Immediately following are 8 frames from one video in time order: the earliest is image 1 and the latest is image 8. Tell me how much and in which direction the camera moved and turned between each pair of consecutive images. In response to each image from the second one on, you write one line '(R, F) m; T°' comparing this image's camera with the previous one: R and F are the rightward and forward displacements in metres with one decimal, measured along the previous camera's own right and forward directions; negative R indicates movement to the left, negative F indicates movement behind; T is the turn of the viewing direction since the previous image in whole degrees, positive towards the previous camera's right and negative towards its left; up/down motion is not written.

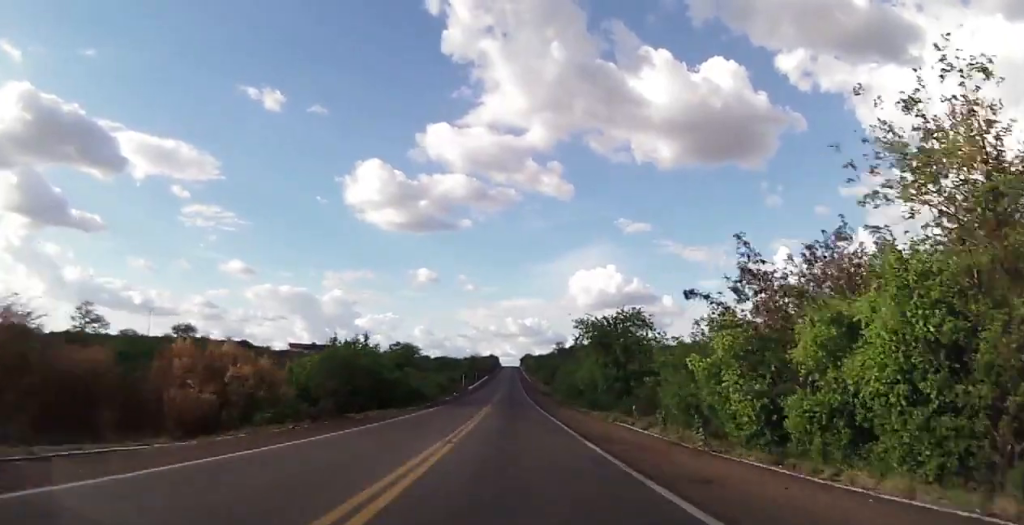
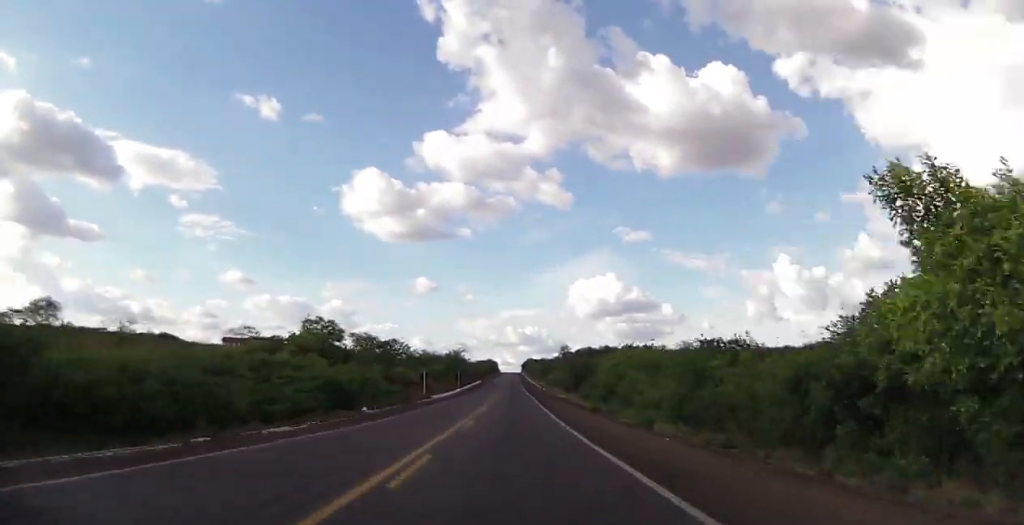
(+0.4, +56.7) m; +2°
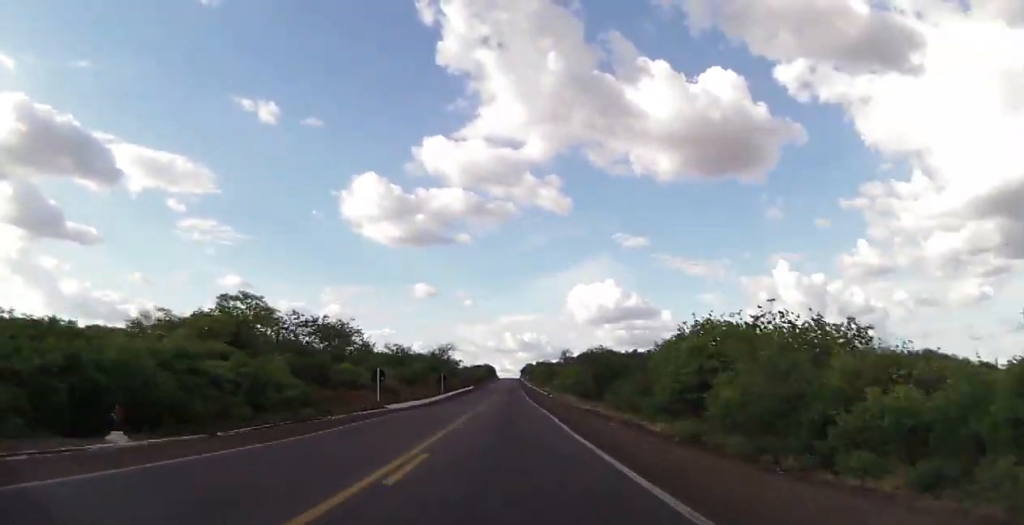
(-0.3, +23.5) m; -1°
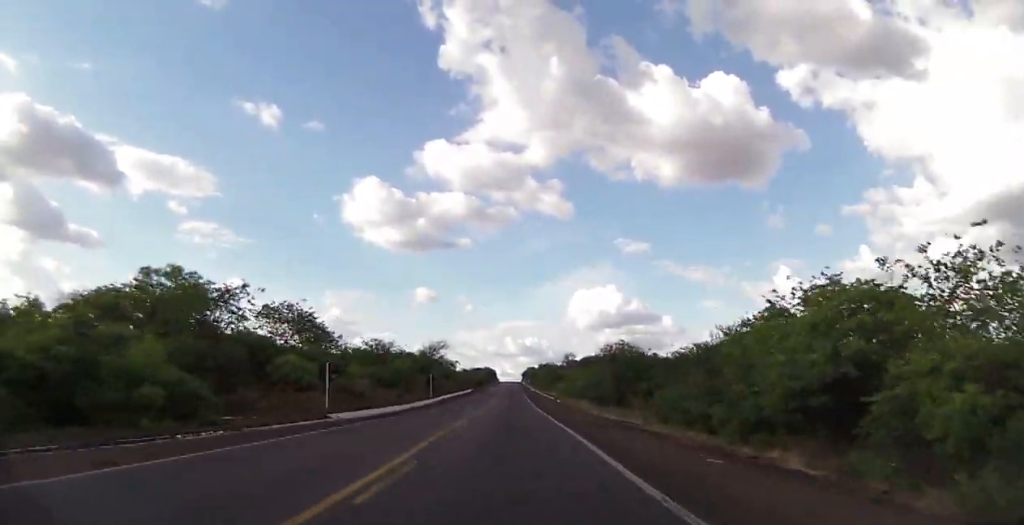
(-0.1, +13.4) m; 0°
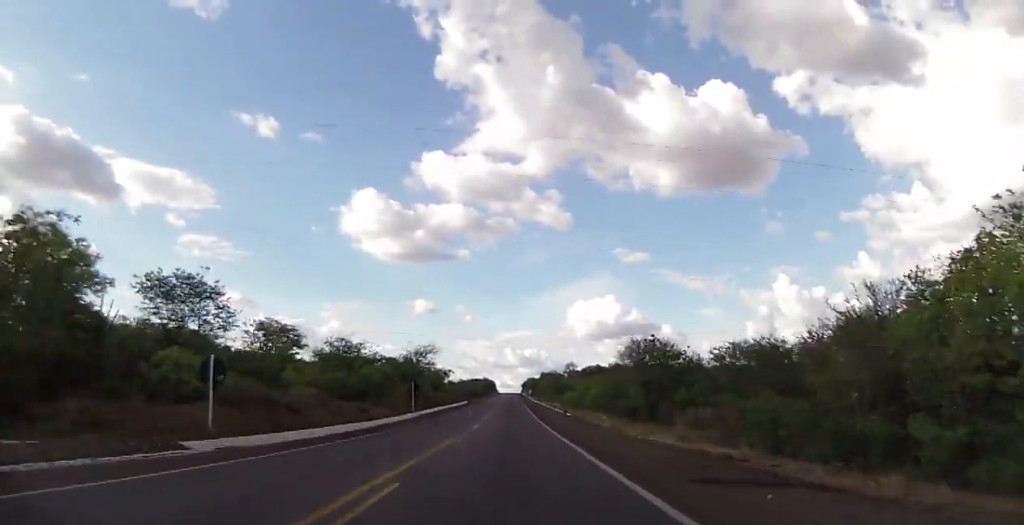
(0.0, +13.5) m; 0°
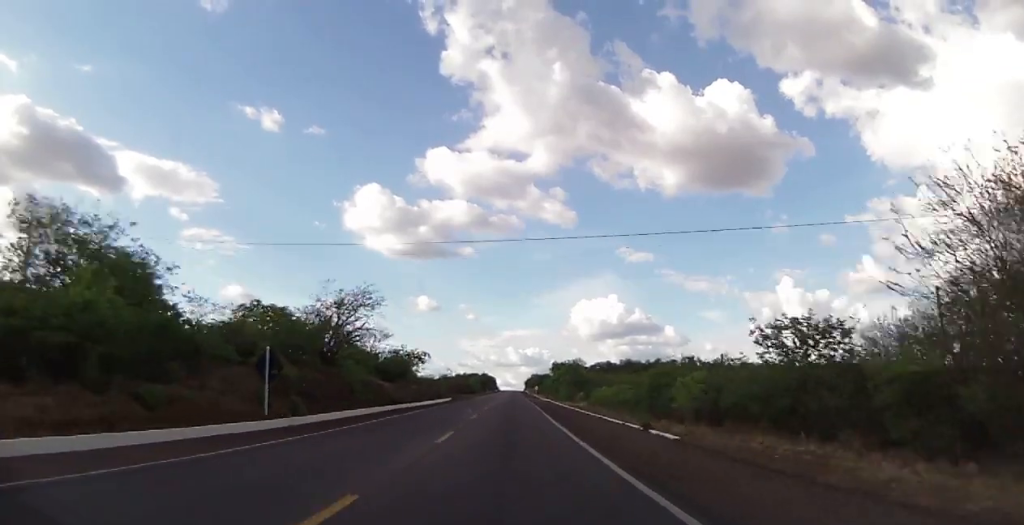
(-0.3, +37.7) m; 0°
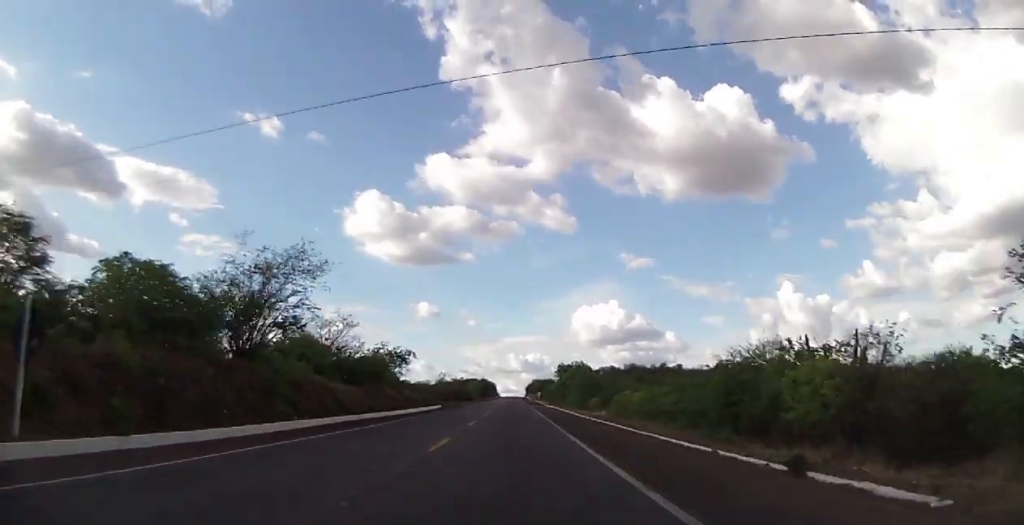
(0.0, +13.7) m; 0°
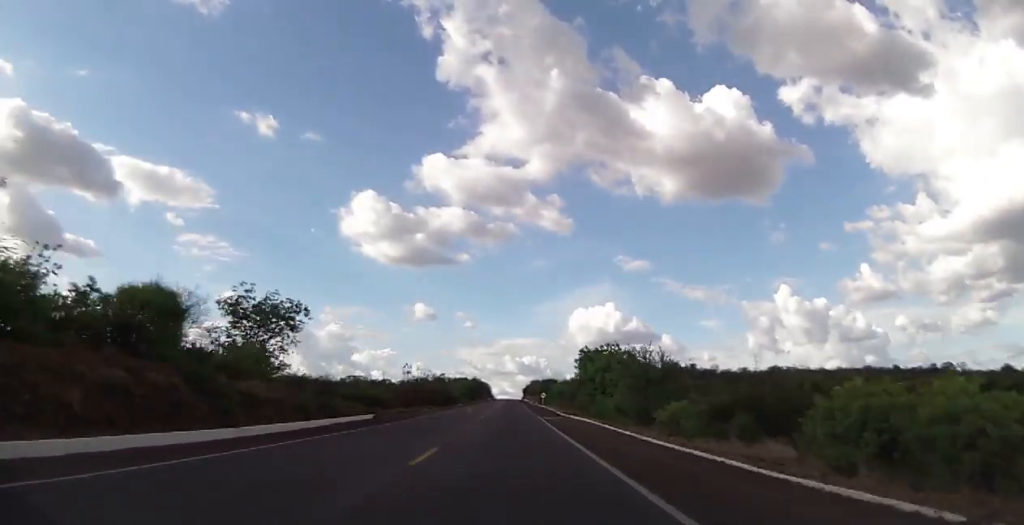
(+0.5, +38.4) m; 0°
